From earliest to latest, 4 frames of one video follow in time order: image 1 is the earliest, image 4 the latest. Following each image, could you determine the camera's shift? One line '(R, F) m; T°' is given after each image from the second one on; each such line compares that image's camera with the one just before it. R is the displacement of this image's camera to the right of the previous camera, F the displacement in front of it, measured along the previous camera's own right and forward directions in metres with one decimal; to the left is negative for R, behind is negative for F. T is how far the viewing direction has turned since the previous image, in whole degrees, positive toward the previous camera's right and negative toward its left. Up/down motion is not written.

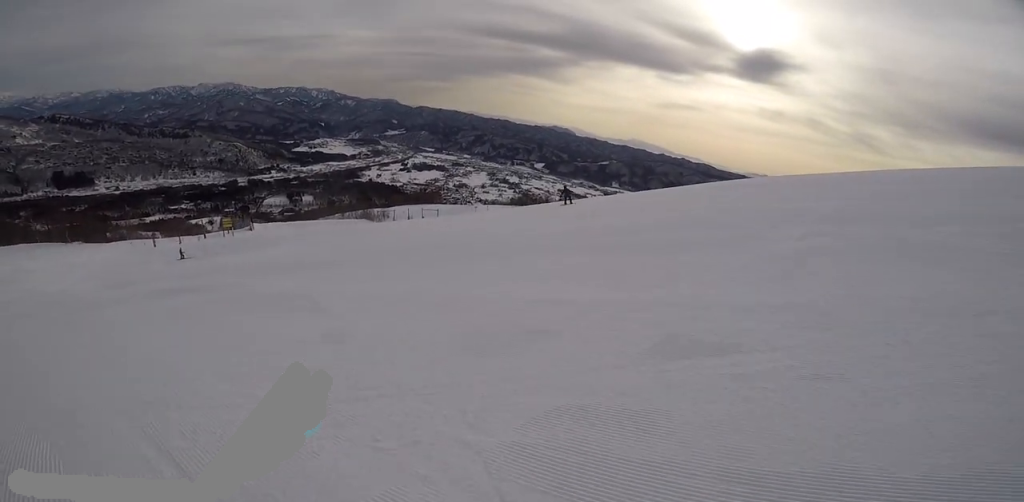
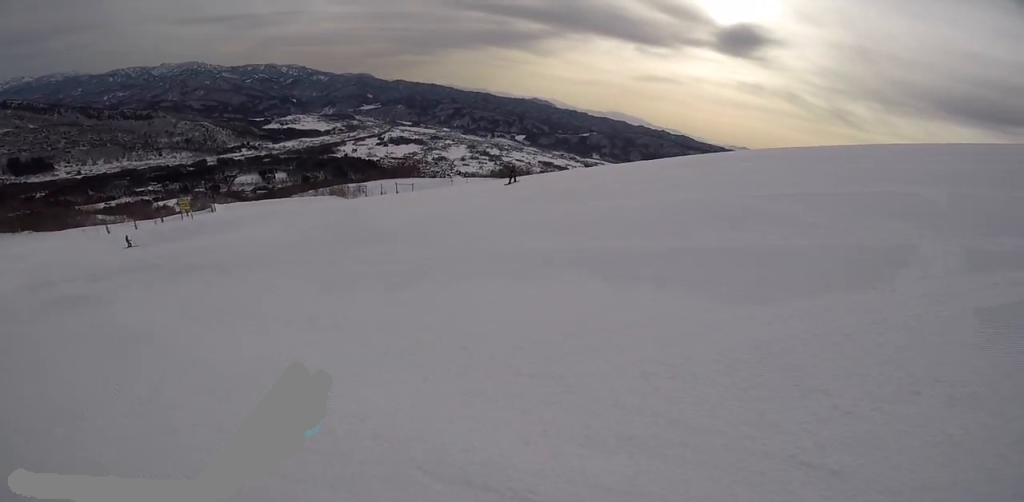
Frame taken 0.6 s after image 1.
(-0.7, +2.8) m; +3°
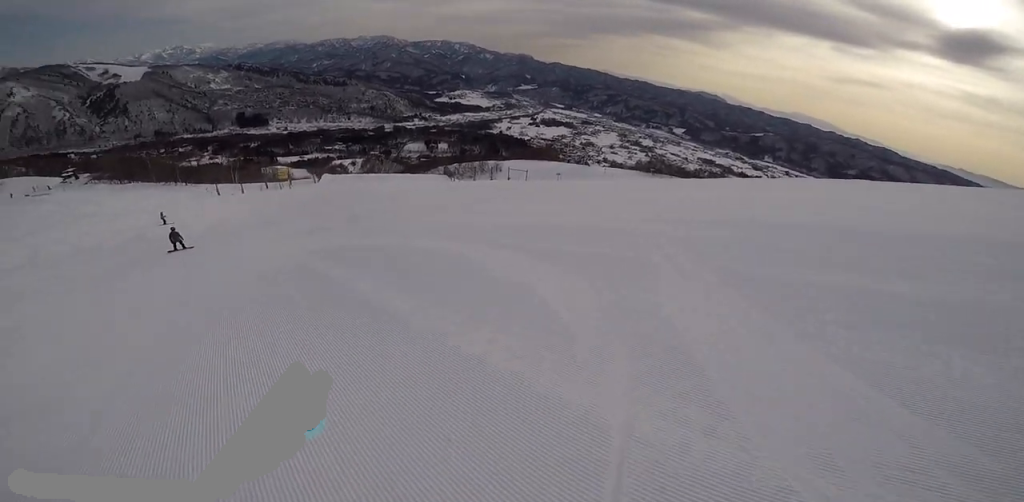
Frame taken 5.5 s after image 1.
(-2.0, +21.1) m; -48°
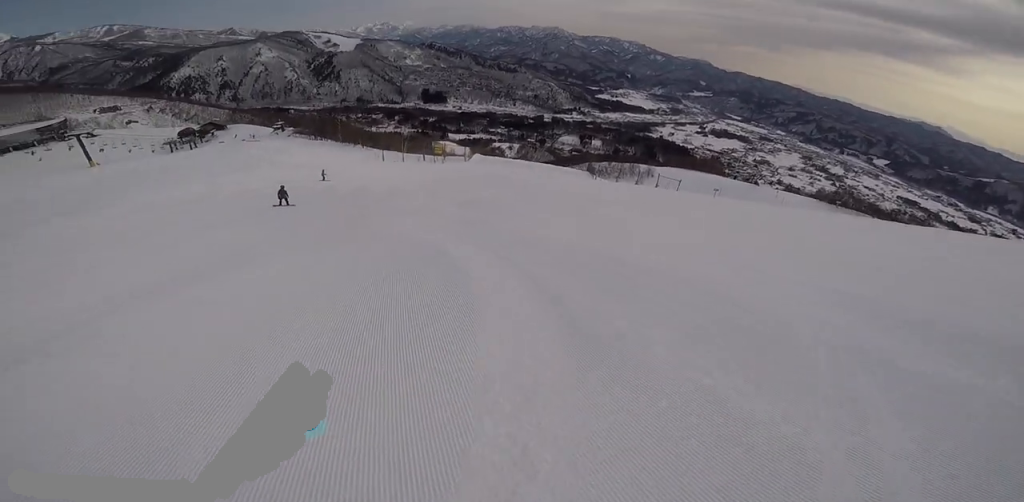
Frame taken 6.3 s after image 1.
(-1.7, +3.7) m; -28°
